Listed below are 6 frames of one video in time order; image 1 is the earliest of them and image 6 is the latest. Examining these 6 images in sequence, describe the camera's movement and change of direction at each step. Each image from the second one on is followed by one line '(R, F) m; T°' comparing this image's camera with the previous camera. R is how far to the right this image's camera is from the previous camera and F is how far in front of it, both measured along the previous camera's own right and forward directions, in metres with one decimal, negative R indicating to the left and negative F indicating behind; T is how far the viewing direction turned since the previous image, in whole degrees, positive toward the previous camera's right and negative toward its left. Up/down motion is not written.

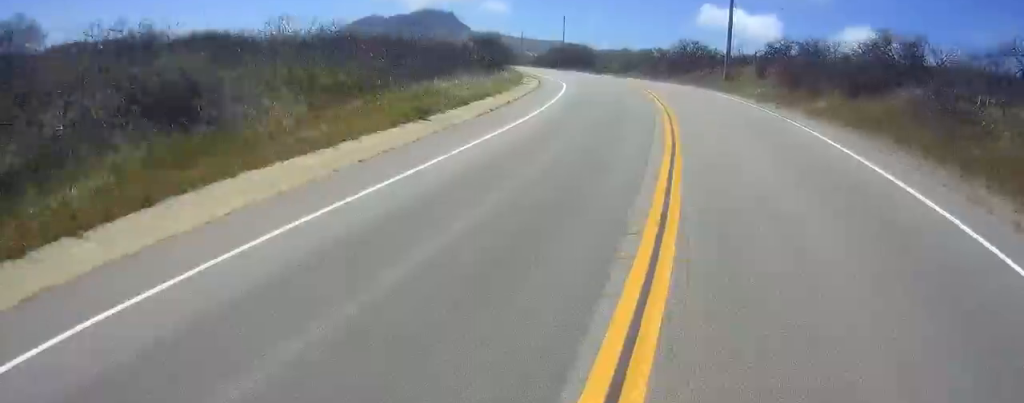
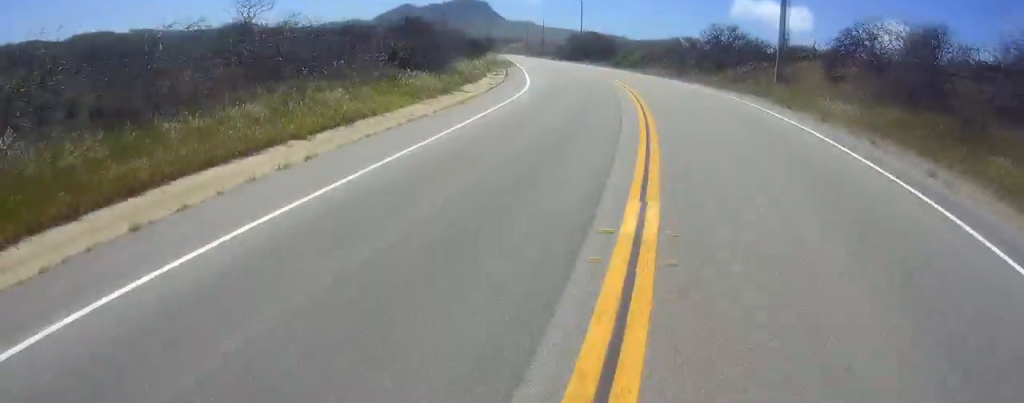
(-0.3, +15.1) m; -4°
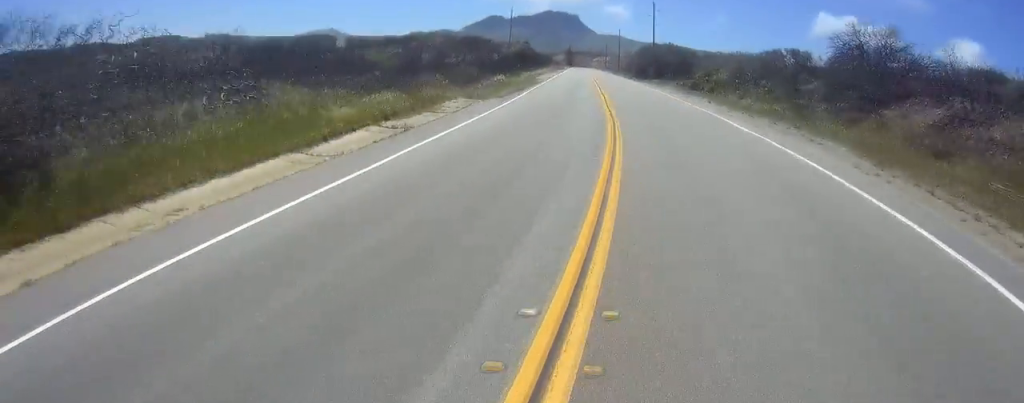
(-2.0, +23.2) m; -9°
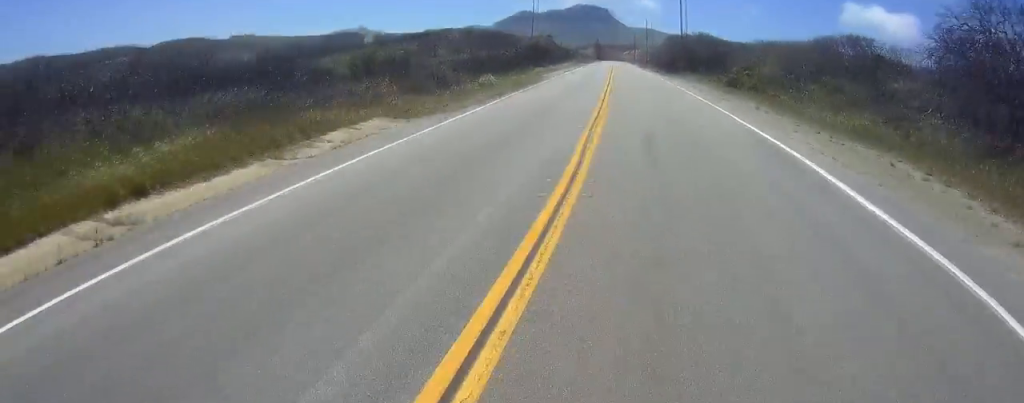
(-0.2, +10.6) m; -4°
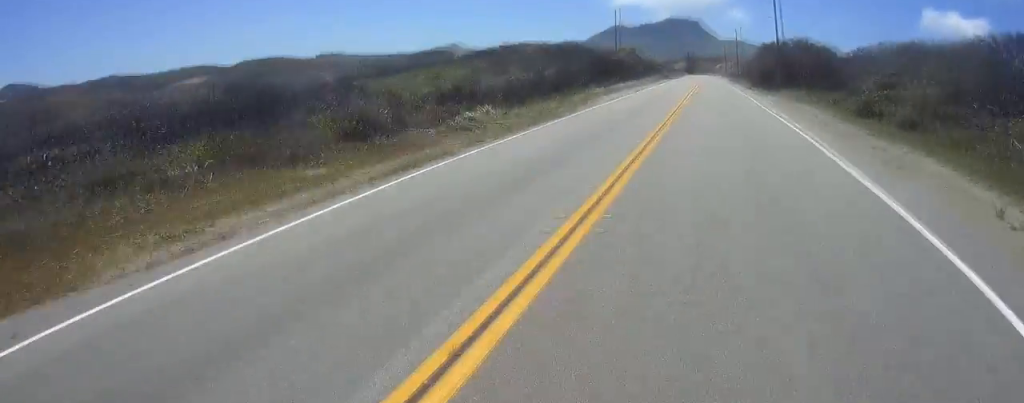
(-0.8, +15.6) m; -4°
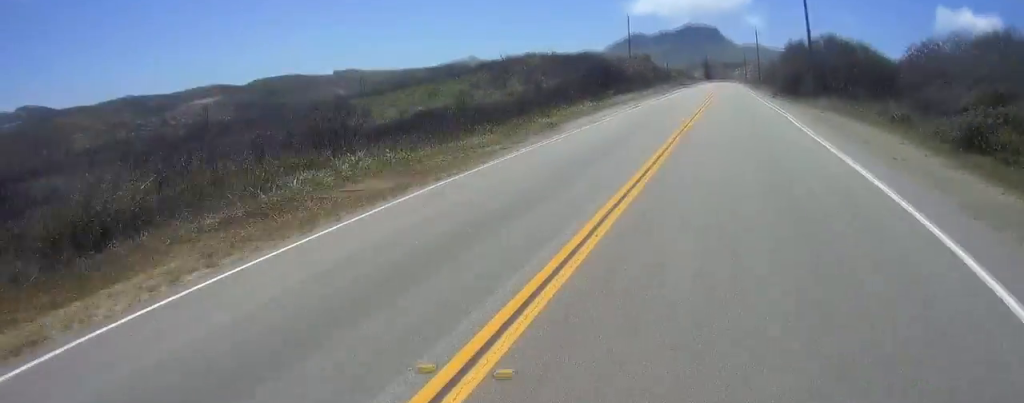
(-0.2, +10.8) m; -2°
